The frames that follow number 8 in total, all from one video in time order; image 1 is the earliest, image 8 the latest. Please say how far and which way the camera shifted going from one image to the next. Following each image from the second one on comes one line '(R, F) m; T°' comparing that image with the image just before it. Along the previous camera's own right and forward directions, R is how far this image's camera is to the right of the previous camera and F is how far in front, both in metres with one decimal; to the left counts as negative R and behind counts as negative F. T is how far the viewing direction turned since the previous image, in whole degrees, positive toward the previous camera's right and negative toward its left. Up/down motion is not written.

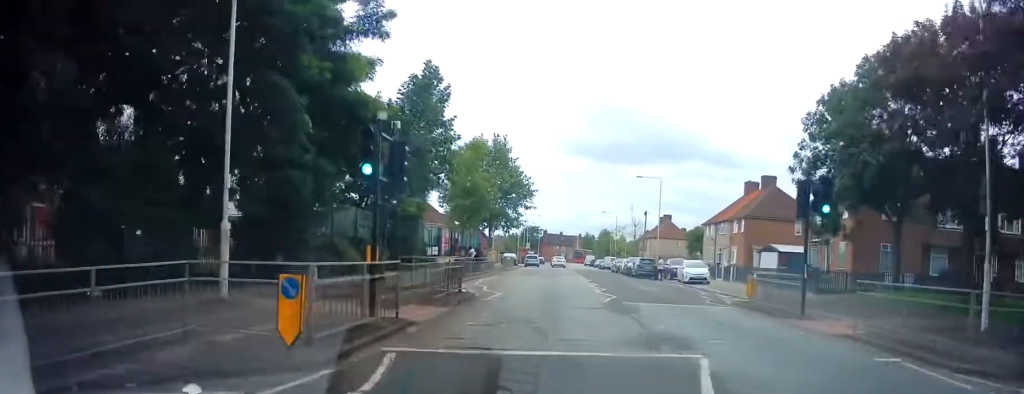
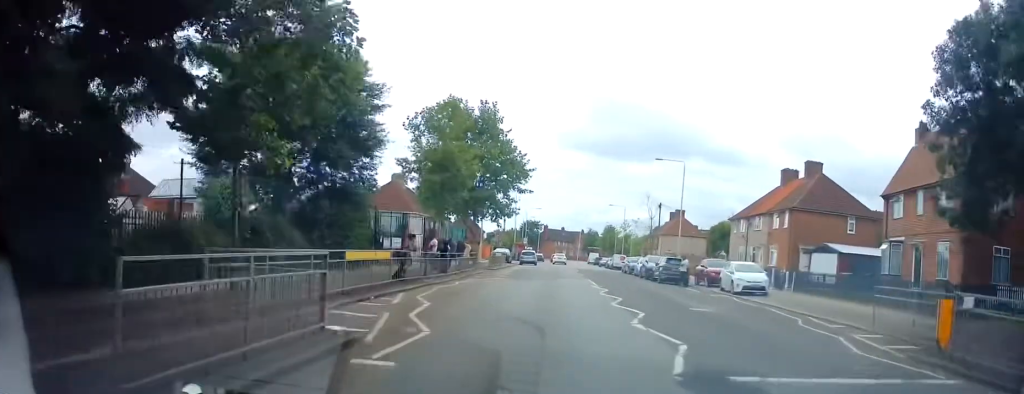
(+0.1, +10.9) m; +2°
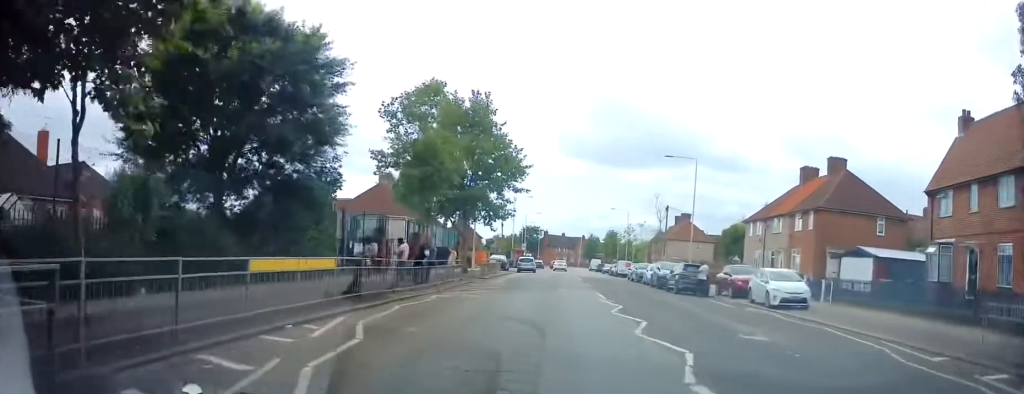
(+0.3, +4.8) m; 0°
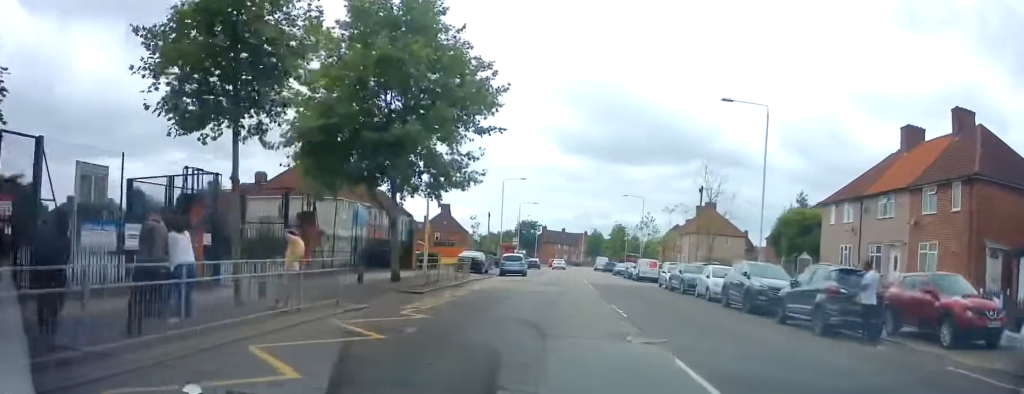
(-0.4, +17.0) m; -1°
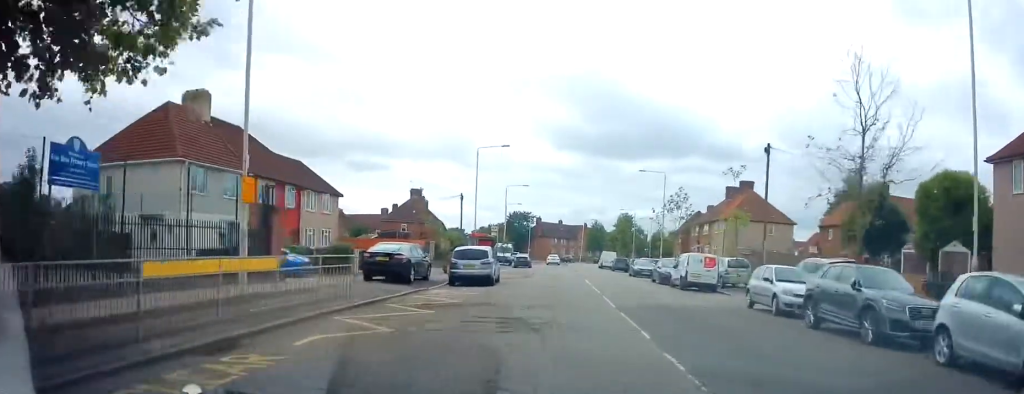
(0.0, +18.0) m; 0°
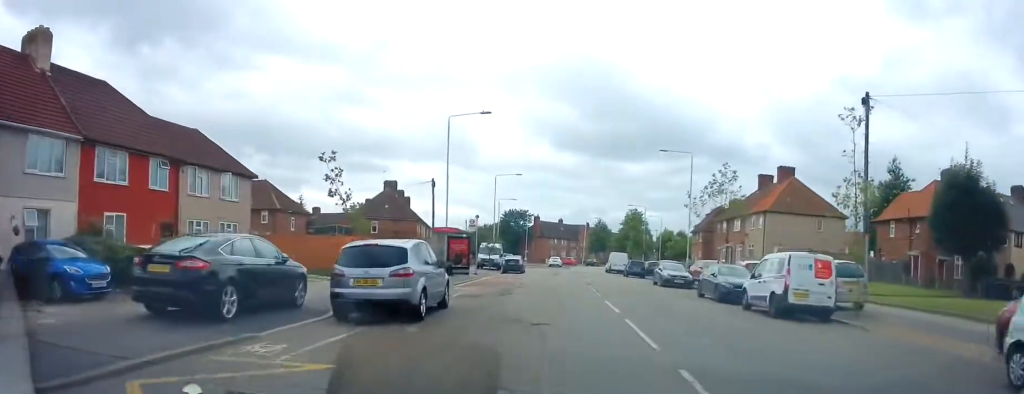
(+0.3, +12.6) m; +2°
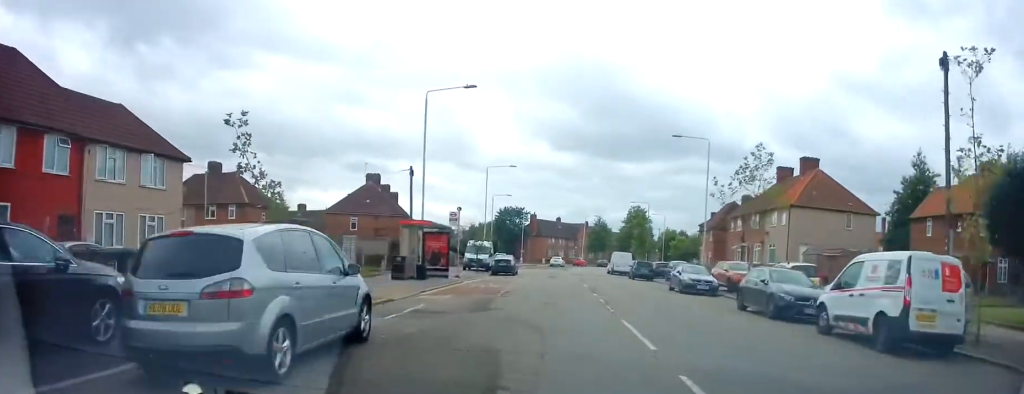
(0.0, +6.0) m; -1°
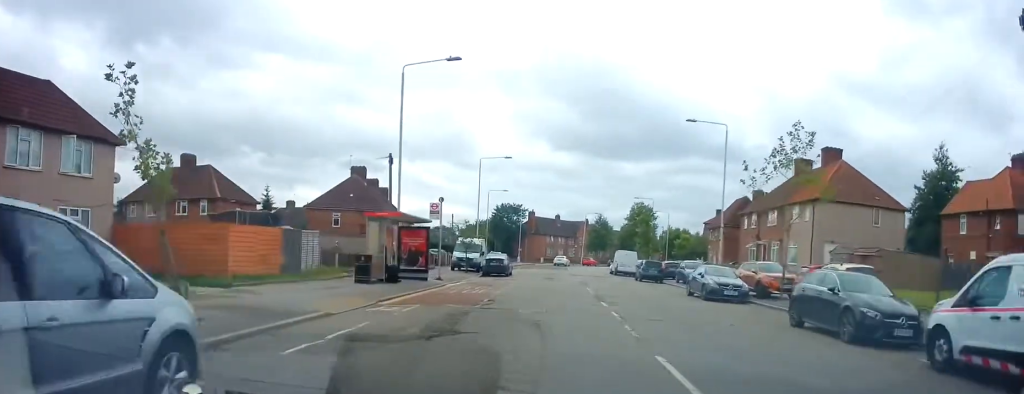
(+0.1, +4.6) m; -1°
